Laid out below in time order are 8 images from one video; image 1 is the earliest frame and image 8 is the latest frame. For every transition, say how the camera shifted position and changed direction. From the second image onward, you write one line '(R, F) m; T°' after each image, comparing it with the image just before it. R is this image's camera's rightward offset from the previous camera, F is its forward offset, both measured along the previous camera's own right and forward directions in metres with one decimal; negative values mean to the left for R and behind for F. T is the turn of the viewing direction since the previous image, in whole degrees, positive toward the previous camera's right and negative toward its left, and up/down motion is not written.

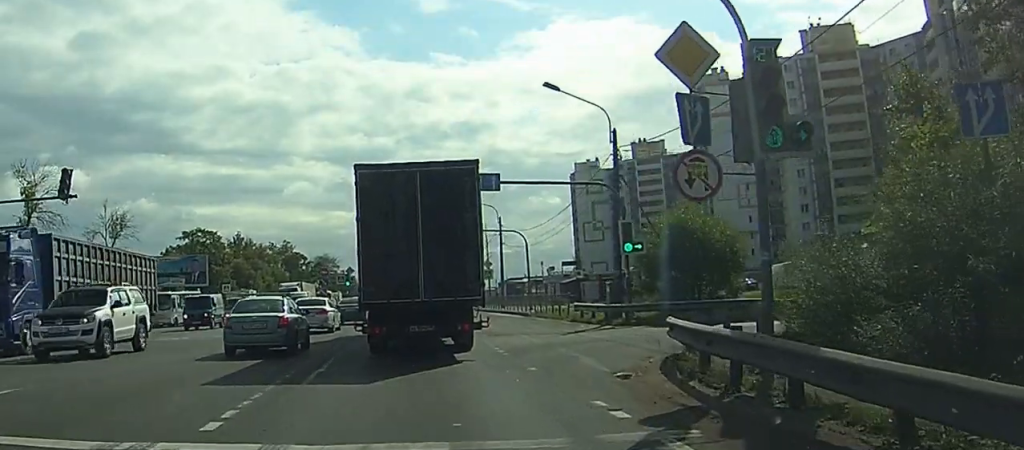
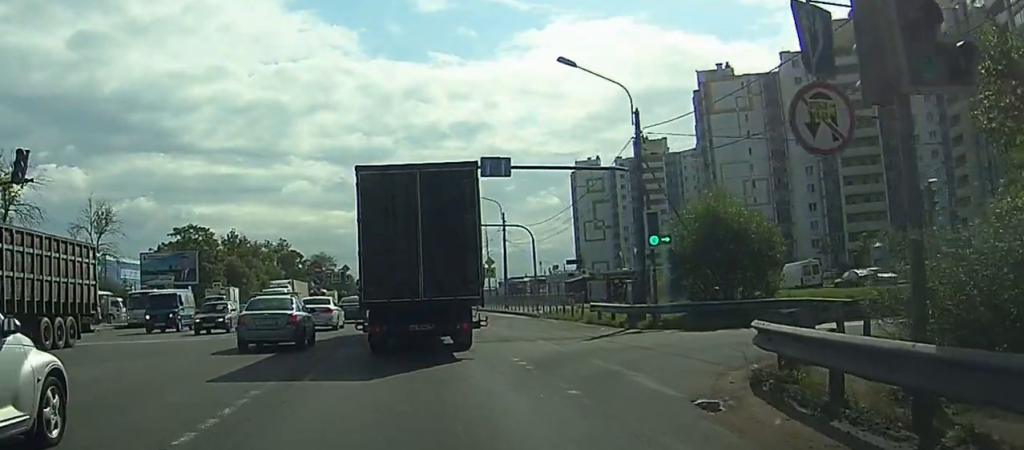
(+0.1, +3.6) m; +2°
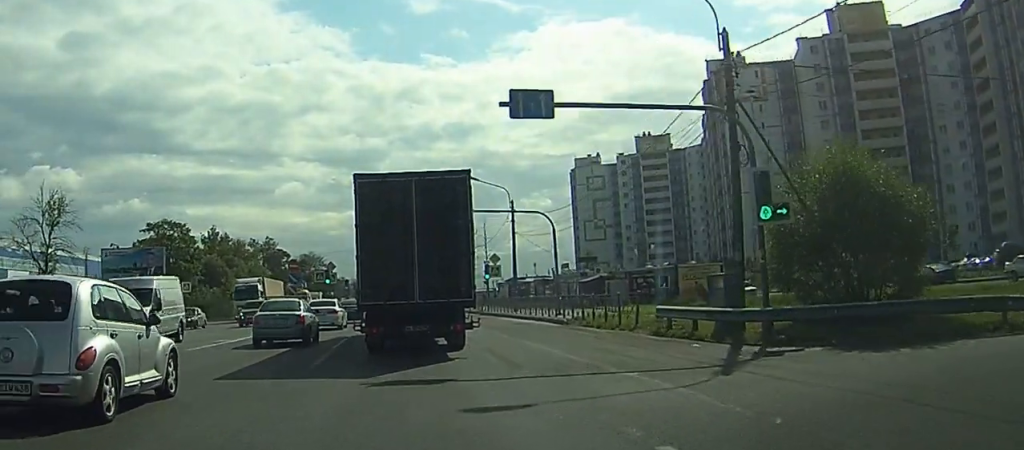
(0.0, +9.6) m; 0°
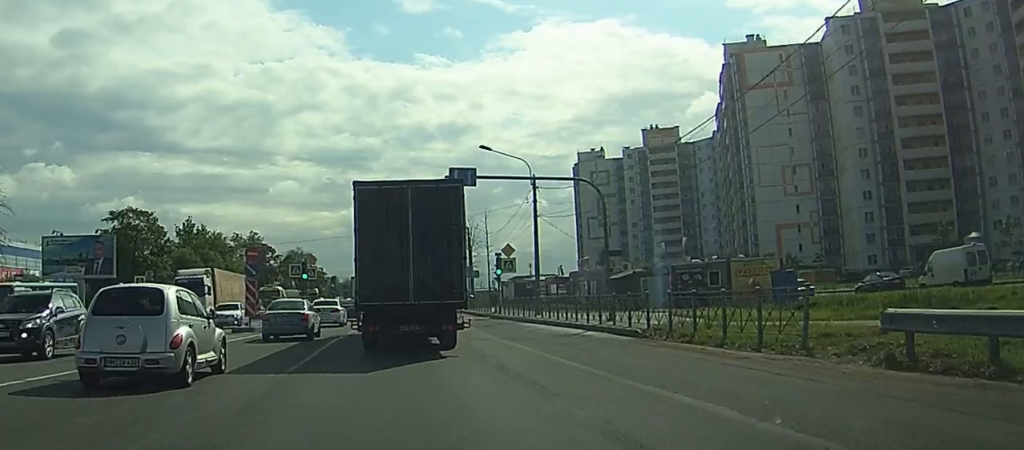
(0.0, +12.4) m; +1°
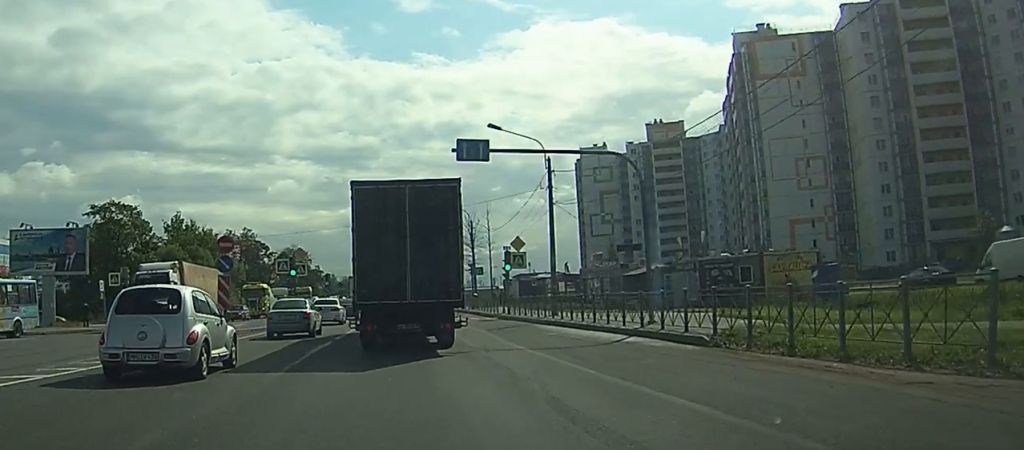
(0.0, +5.6) m; +1°
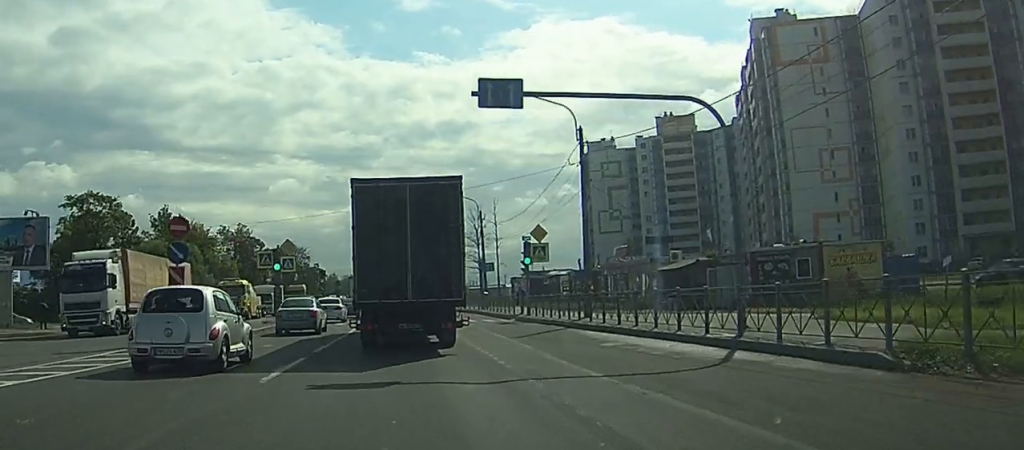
(0.0, +7.5) m; 0°
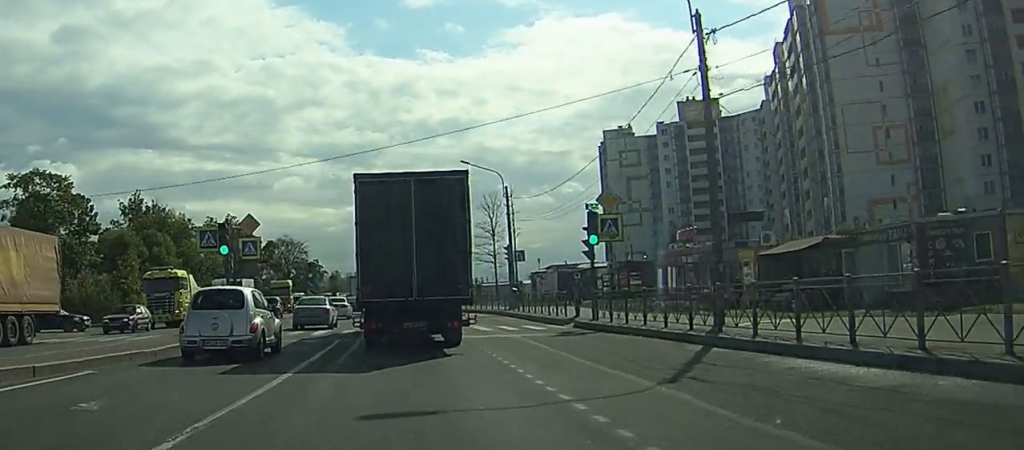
(0.0, +14.9) m; 0°
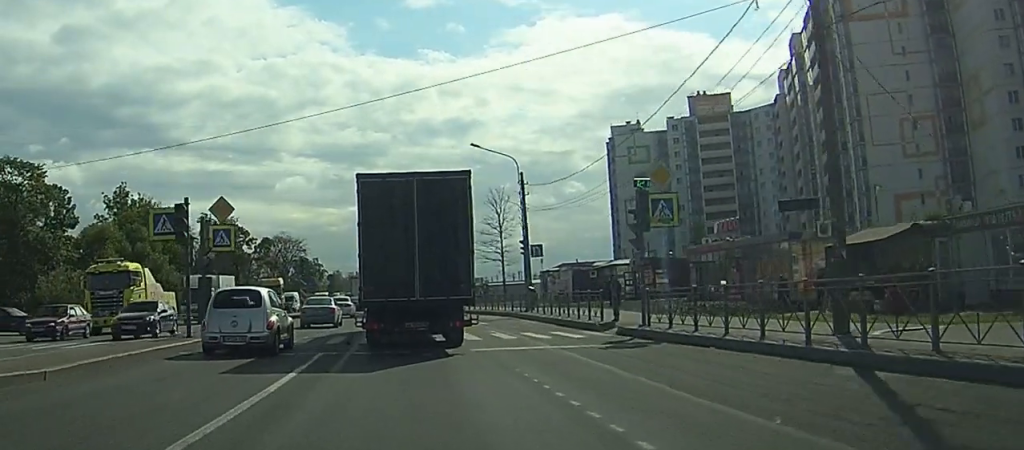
(0.0, +6.6) m; 0°
